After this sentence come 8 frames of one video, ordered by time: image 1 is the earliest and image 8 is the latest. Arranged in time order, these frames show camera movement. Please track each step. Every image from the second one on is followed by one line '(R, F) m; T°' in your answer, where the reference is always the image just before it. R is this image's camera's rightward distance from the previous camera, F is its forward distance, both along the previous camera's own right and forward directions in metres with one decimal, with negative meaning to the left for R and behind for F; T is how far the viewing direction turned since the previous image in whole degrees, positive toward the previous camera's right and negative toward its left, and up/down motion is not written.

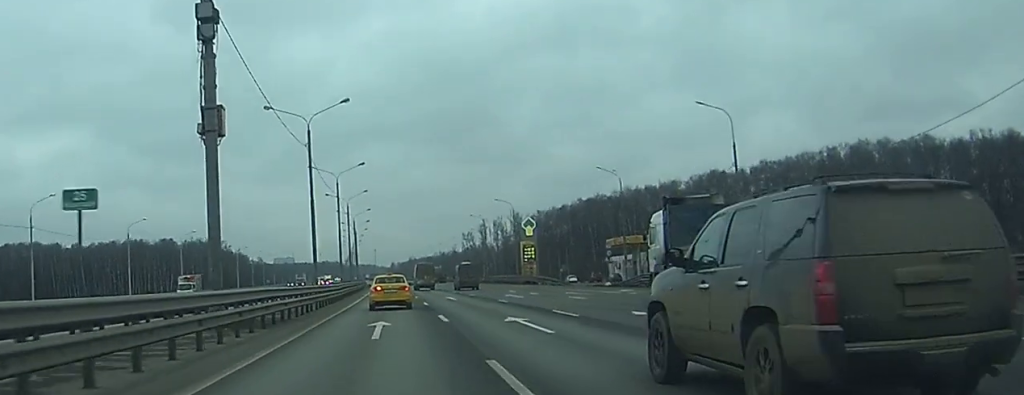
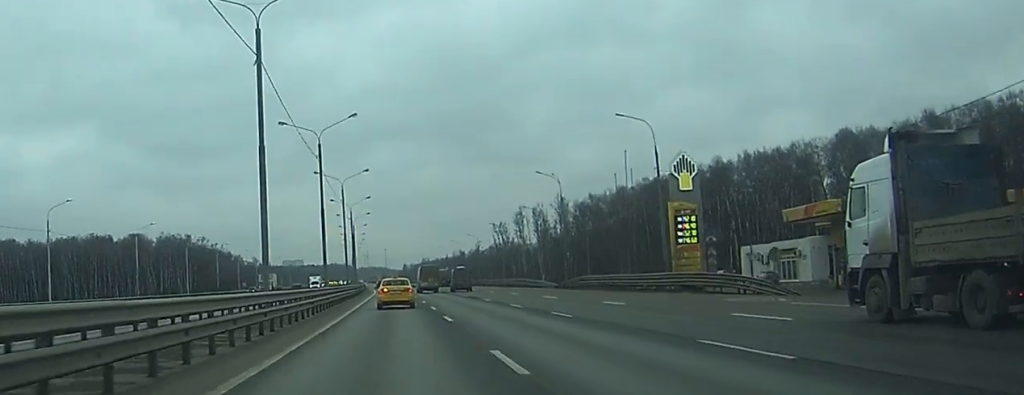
(-0.5, +62.0) m; -1°
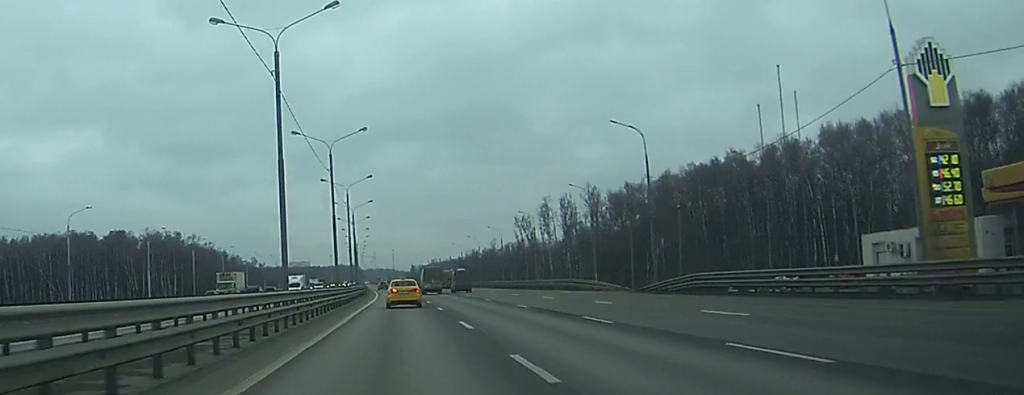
(-0.2, +28.7) m; 0°
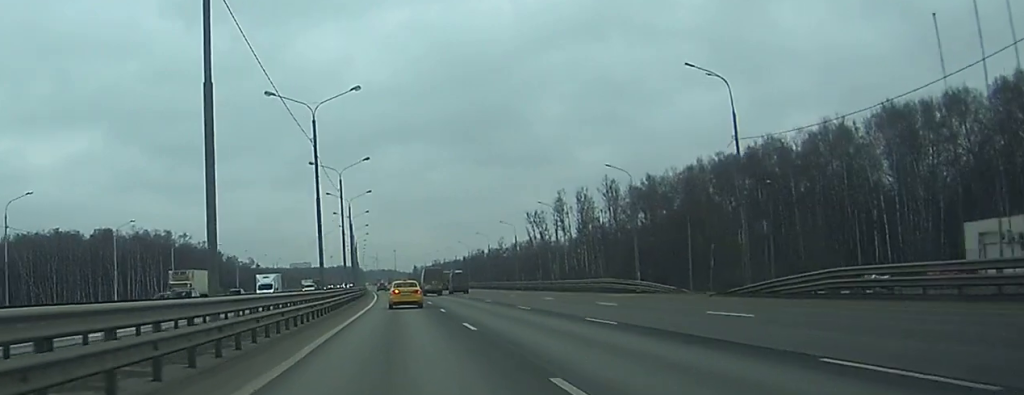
(-0.1, +16.2) m; +1°
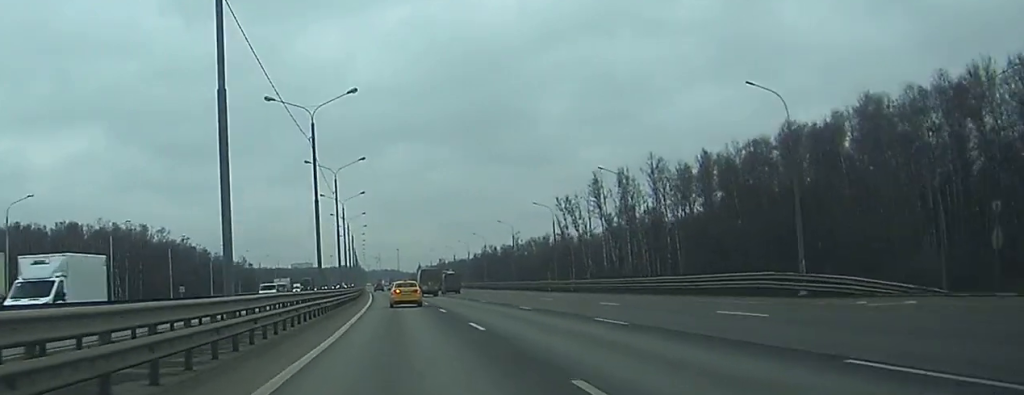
(+0.6, +32.1) m; 0°
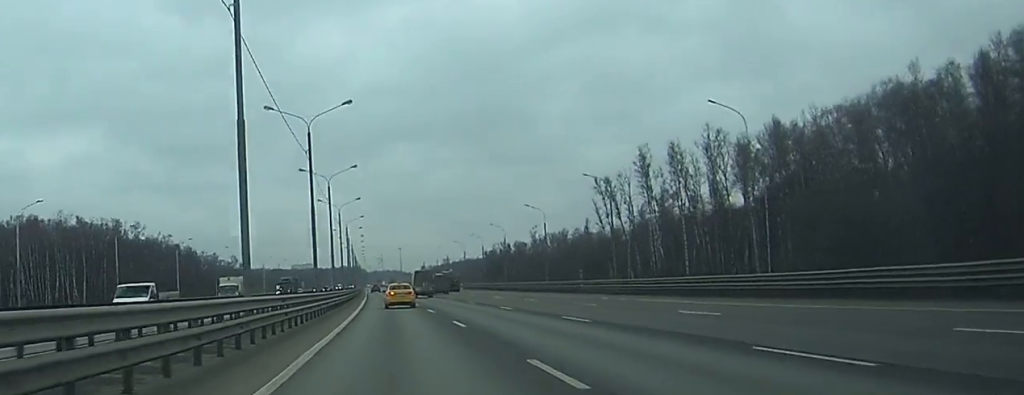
(-0.6, +28.4) m; -1°
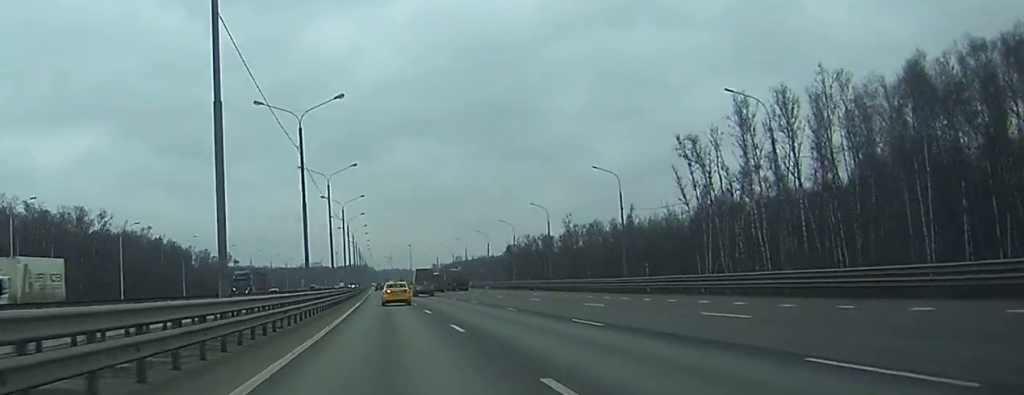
(-0.2, +34.9) m; -1°
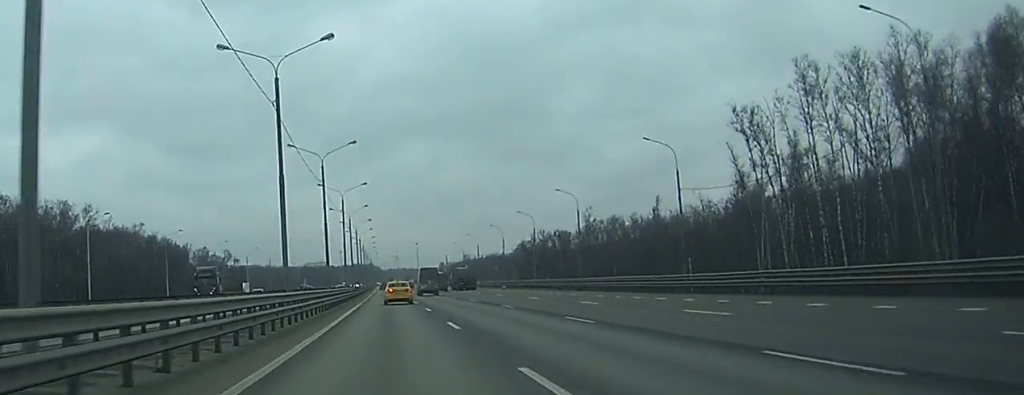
(0.0, +15.0) m; 0°
